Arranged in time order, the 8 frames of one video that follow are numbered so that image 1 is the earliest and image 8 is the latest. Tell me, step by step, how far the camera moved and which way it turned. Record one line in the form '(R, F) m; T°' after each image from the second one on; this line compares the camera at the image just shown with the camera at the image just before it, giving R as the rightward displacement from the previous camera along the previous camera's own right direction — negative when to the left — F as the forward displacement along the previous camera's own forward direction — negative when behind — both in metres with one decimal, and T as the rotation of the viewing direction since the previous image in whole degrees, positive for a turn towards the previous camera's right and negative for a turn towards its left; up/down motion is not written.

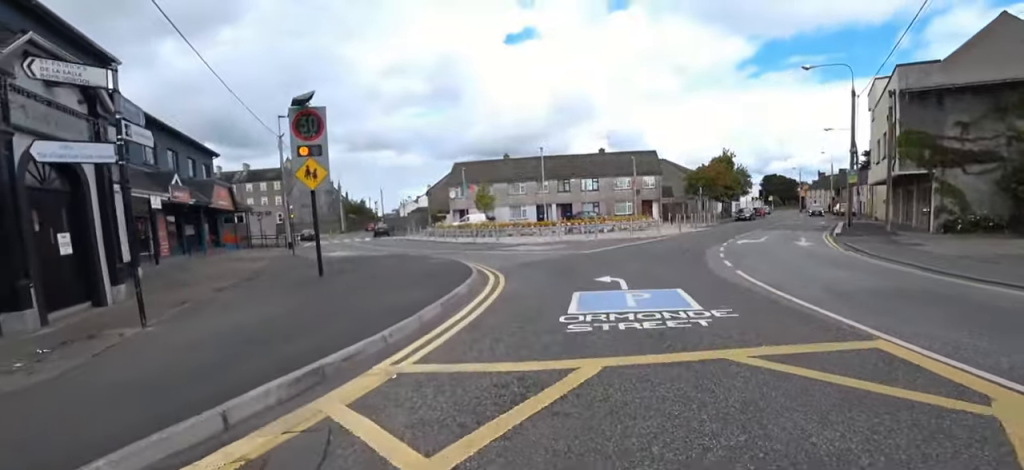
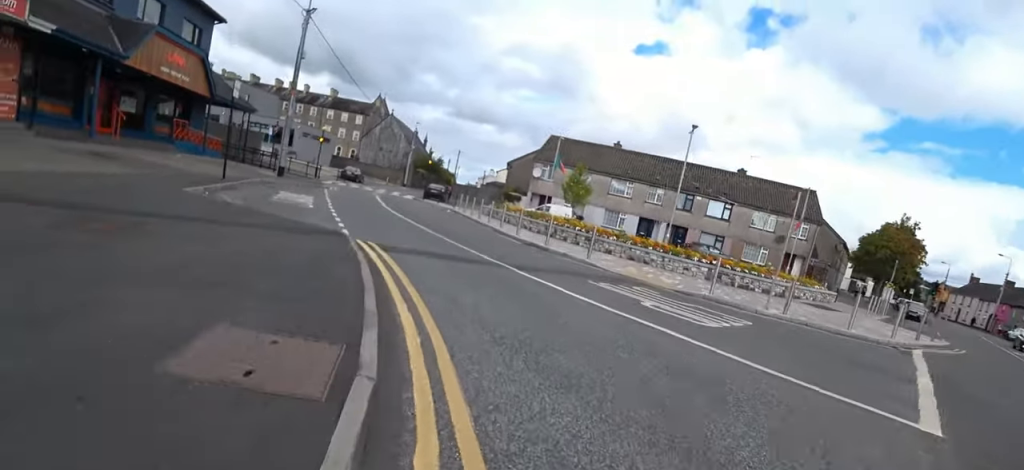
(-1.5, +12.2) m; -8°
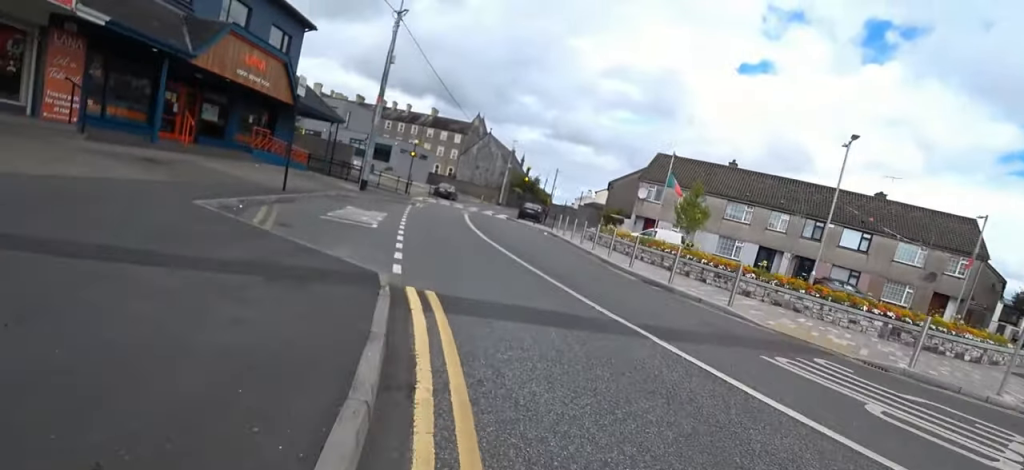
(0.0, +3.2) m; -8°
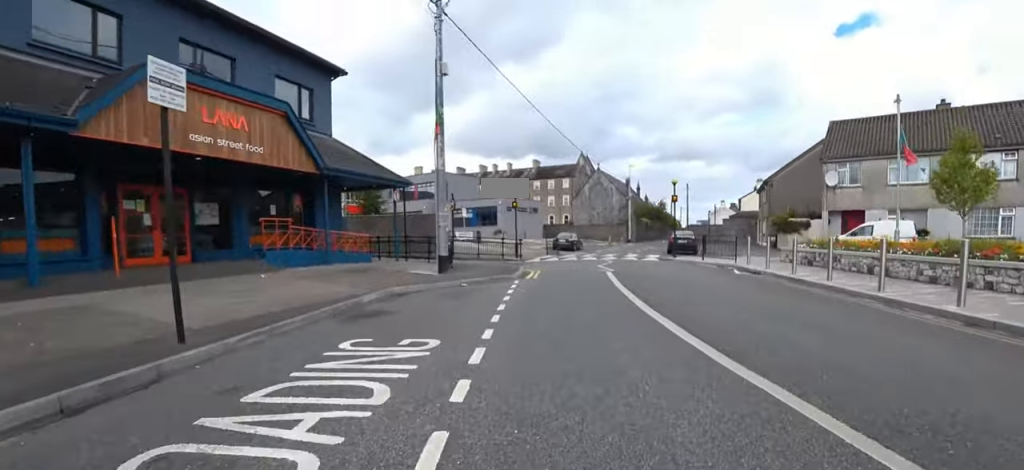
(-1.8, +8.2) m; -21°
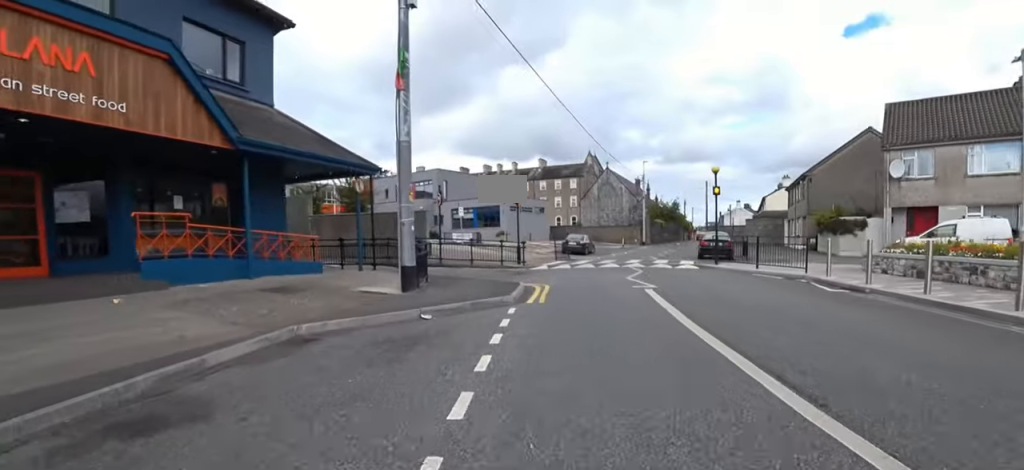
(0.0, +4.4) m; +2°
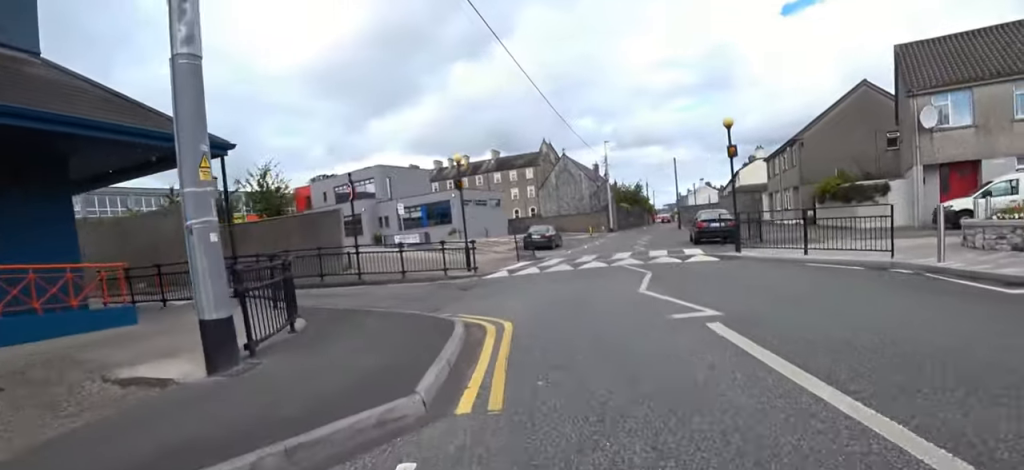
(+0.2, +5.0) m; +1°
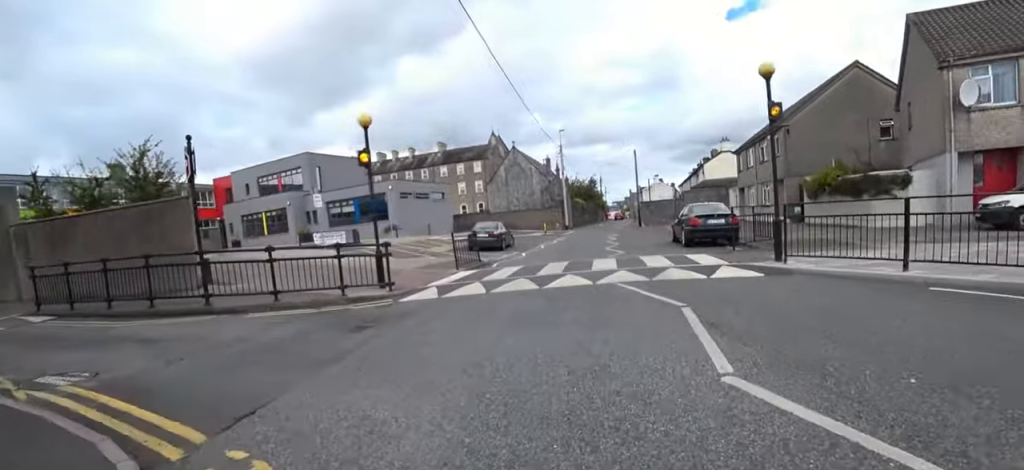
(+0.1, +4.6) m; +1°
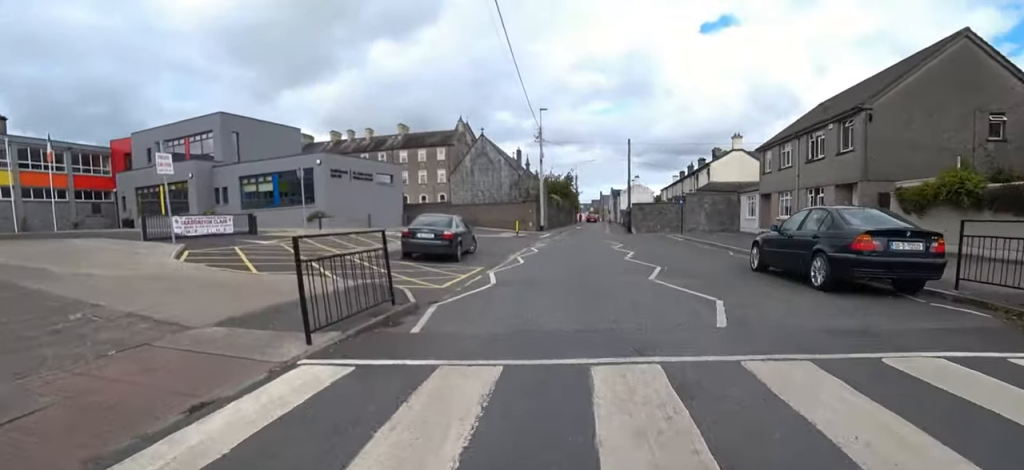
(+0.2, +8.2) m; +13°
